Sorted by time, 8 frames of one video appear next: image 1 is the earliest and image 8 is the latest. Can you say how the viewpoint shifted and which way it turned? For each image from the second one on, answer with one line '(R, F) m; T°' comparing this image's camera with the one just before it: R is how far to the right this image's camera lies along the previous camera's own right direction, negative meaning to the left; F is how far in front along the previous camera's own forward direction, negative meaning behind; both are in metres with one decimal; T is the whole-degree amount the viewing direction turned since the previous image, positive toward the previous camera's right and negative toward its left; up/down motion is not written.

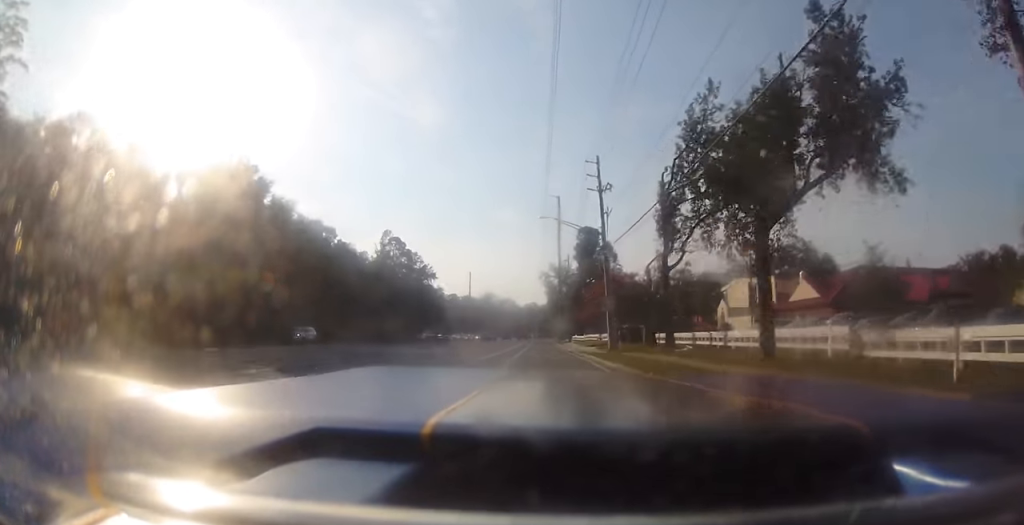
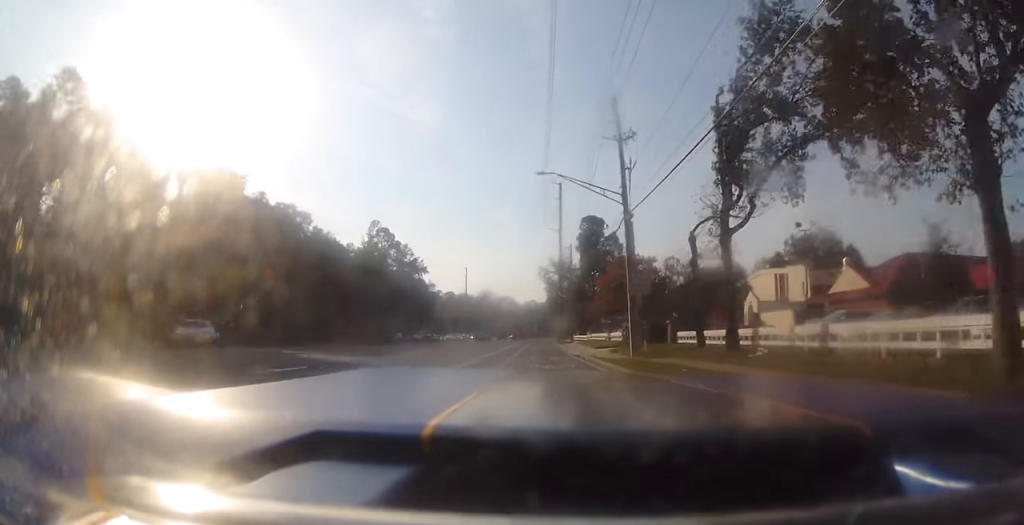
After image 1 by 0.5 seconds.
(+0.1, +9.9) m; 0°
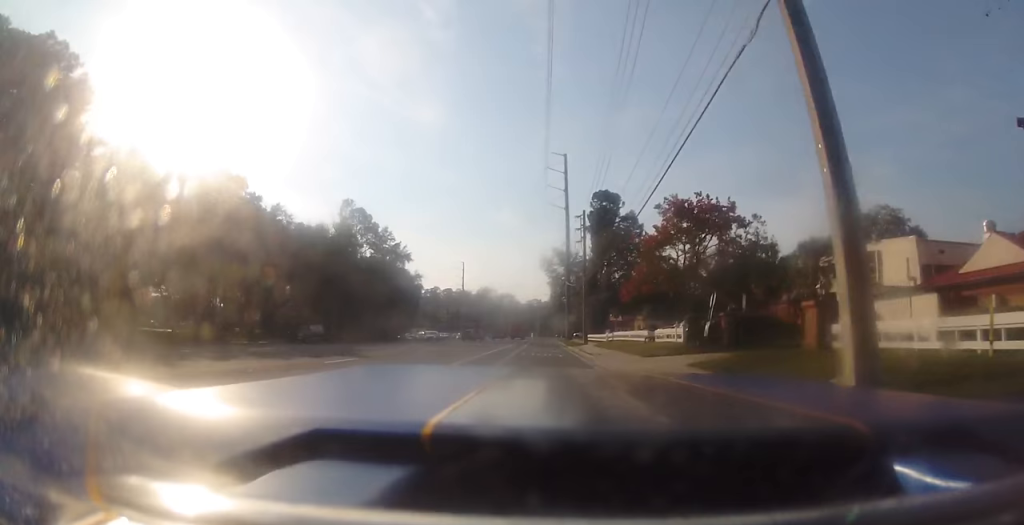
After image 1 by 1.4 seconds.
(+0.1, +19.4) m; 0°
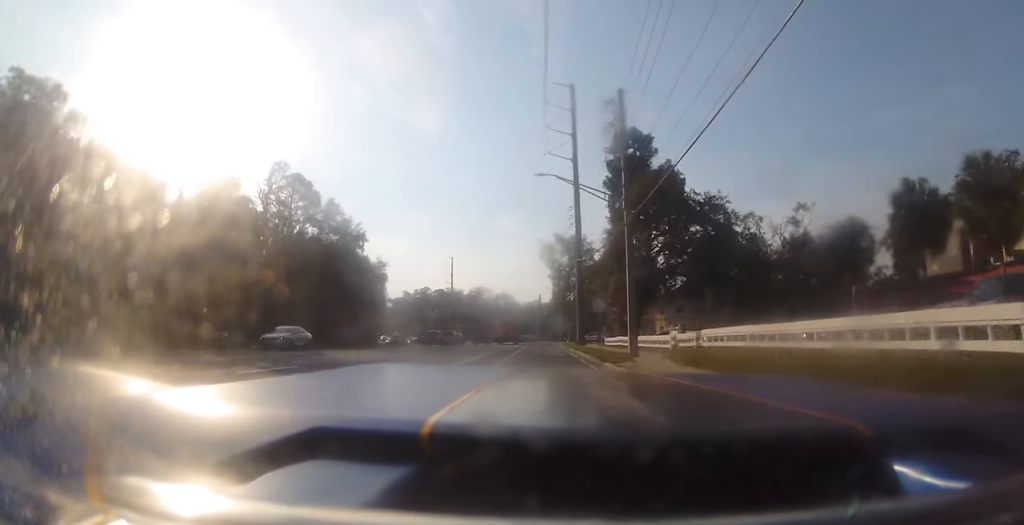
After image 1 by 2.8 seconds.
(+0.4, +28.2) m; +1°
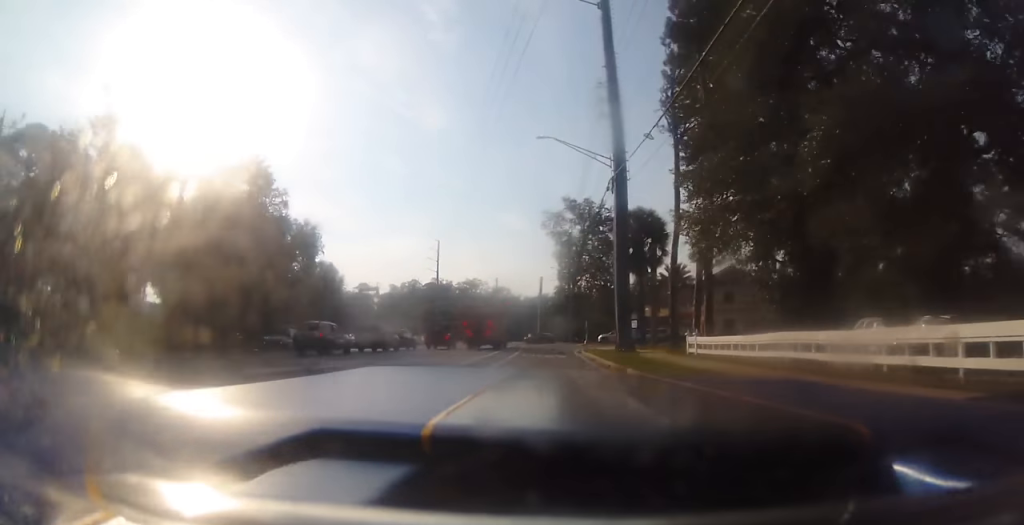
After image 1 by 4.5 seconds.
(-0.2, +33.3) m; -1°
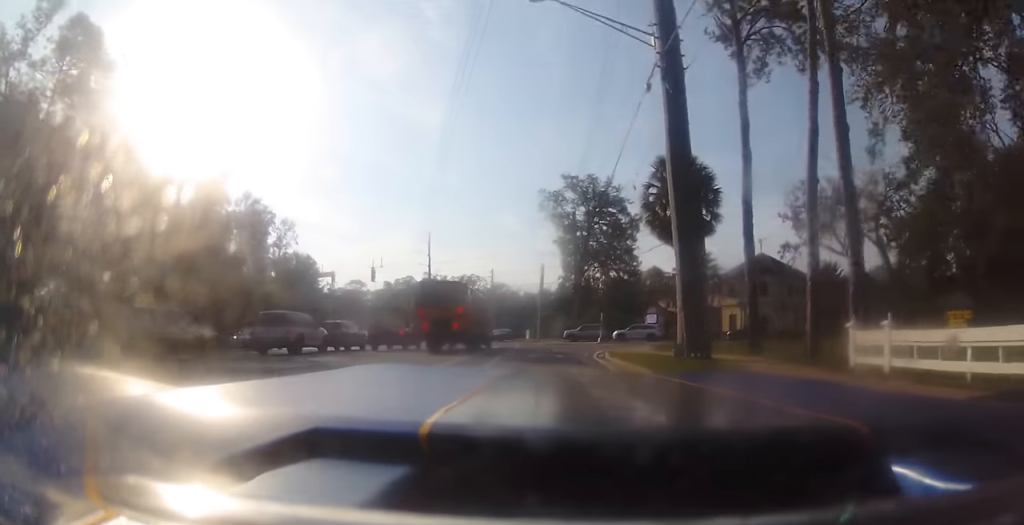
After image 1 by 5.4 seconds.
(0.0, +15.3) m; -1°
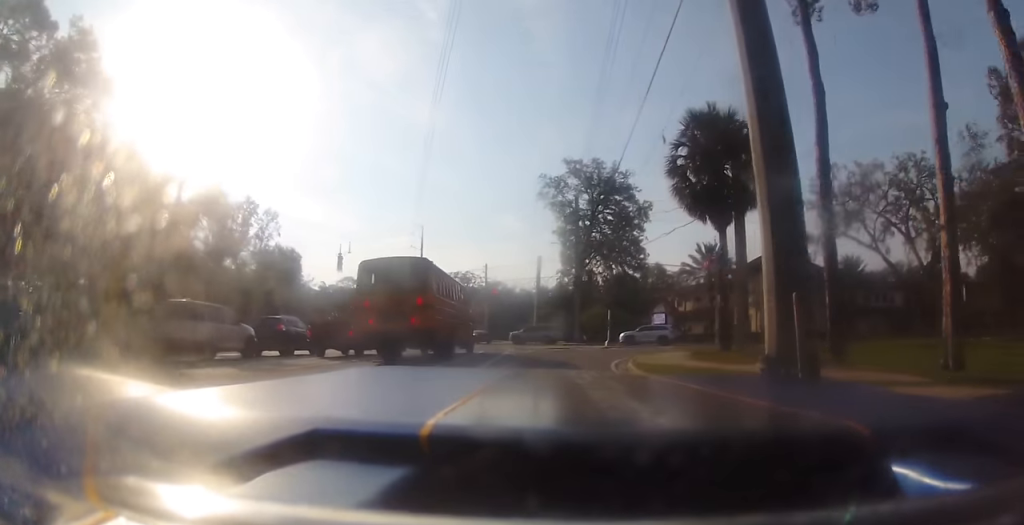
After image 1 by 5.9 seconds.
(-0.3, +8.1) m; 0°
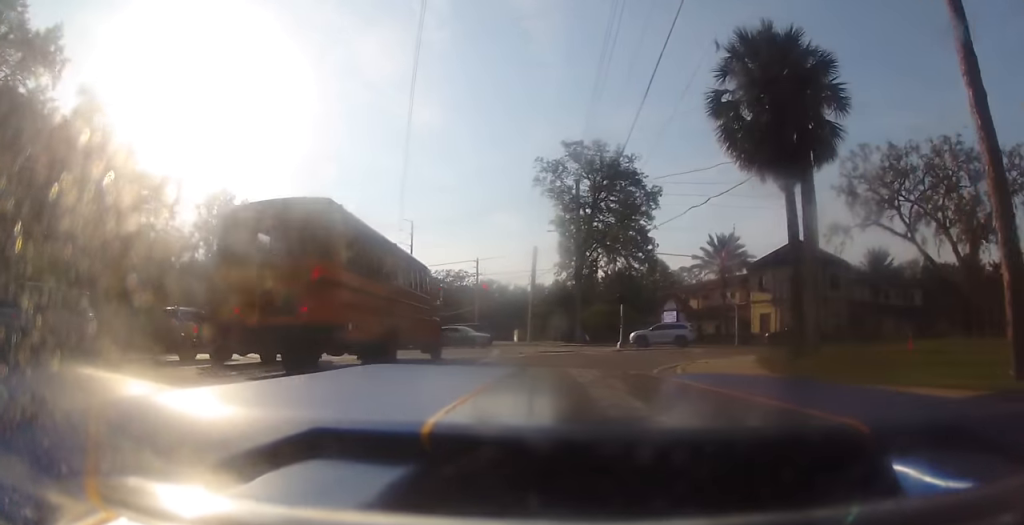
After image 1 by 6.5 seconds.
(+0.1, +8.6) m; +1°
